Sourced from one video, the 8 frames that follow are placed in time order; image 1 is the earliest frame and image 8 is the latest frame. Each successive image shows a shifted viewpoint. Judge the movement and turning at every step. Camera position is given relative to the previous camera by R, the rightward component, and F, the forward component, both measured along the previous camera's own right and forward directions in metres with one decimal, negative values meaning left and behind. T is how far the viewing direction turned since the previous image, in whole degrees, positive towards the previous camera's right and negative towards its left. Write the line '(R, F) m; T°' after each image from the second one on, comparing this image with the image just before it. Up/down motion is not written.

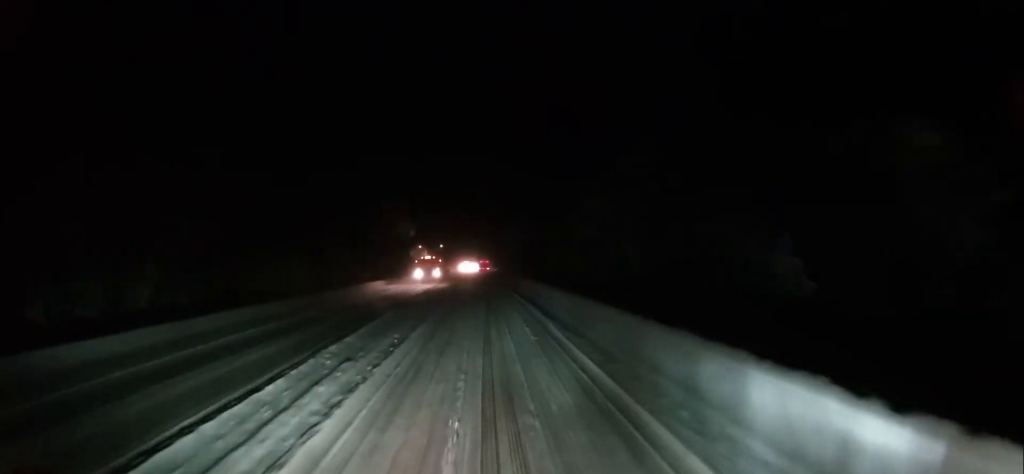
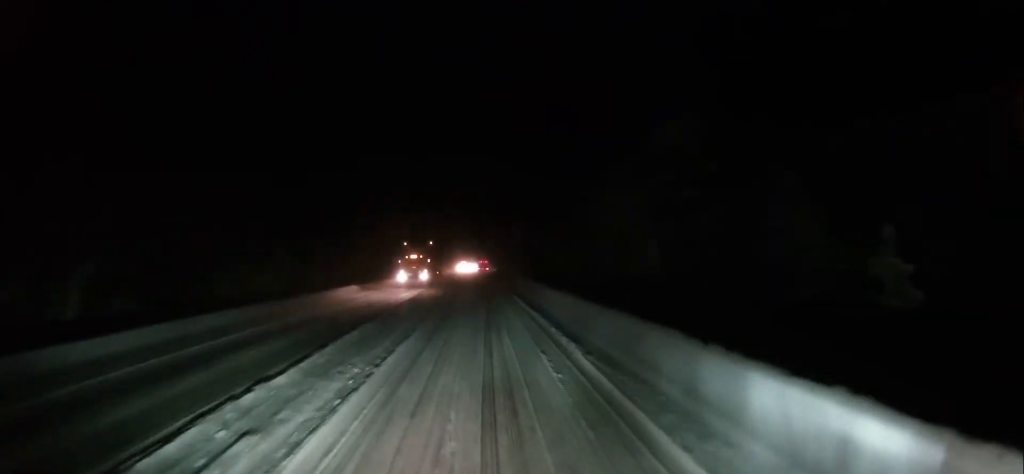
(0.0, +6.5) m; -1°
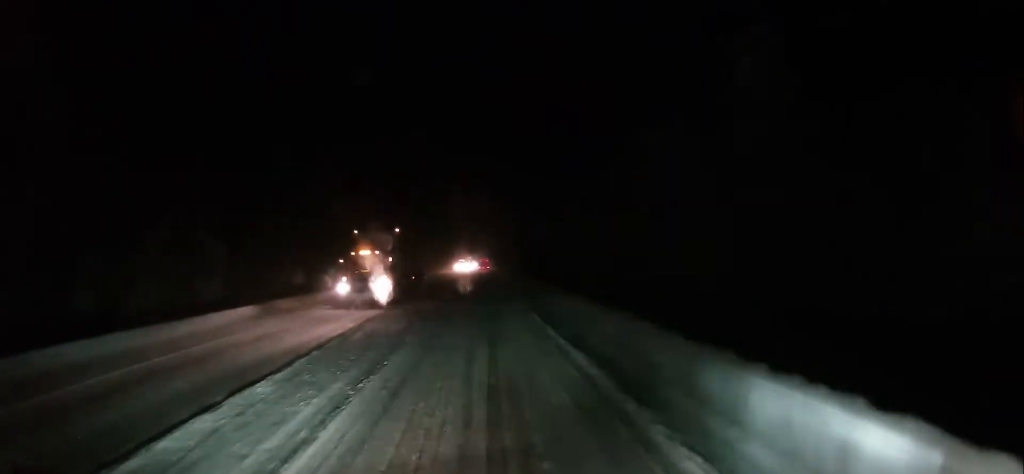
(-0.2, +11.8) m; 0°
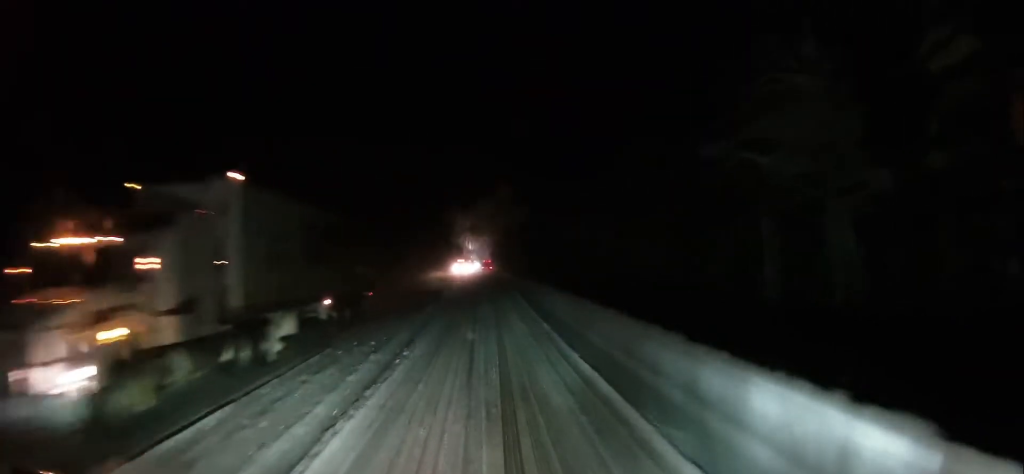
(+0.2, +12.6) m; 0°
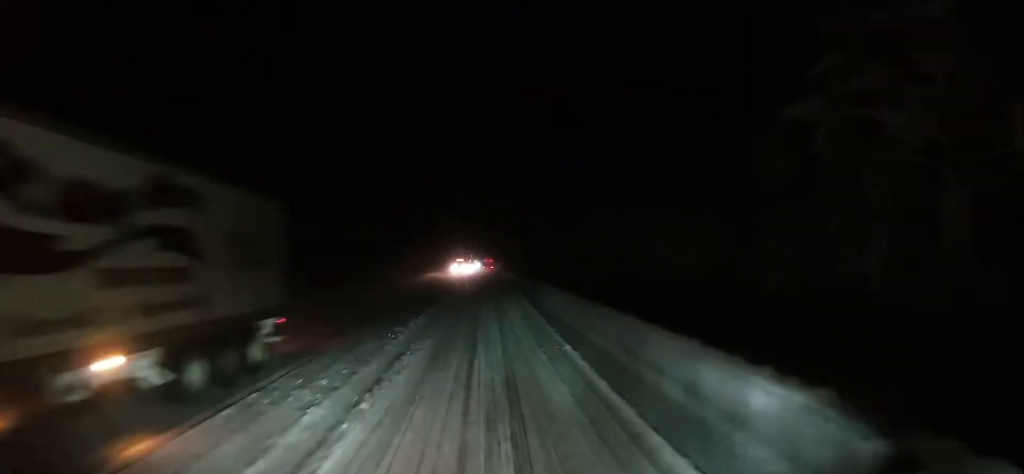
(+0.1, +6.1) m; -1°
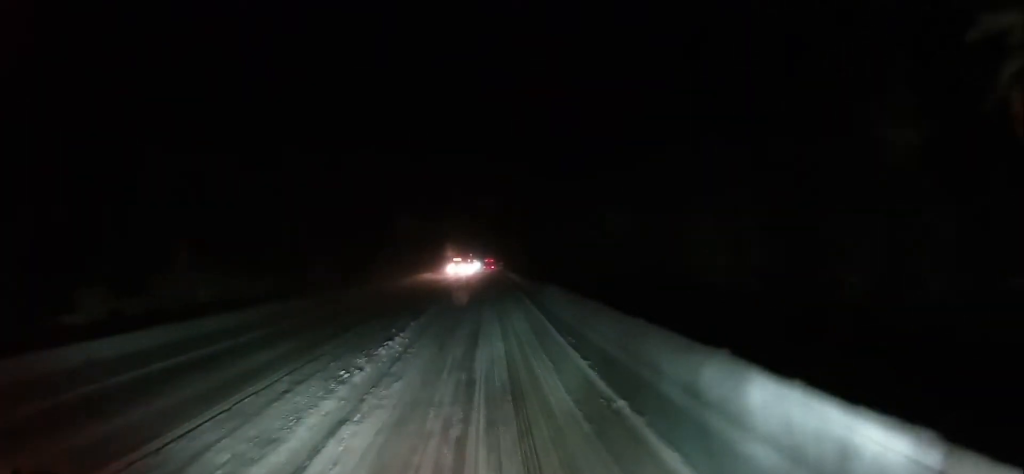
(-0.2, +7.0) m; -1°
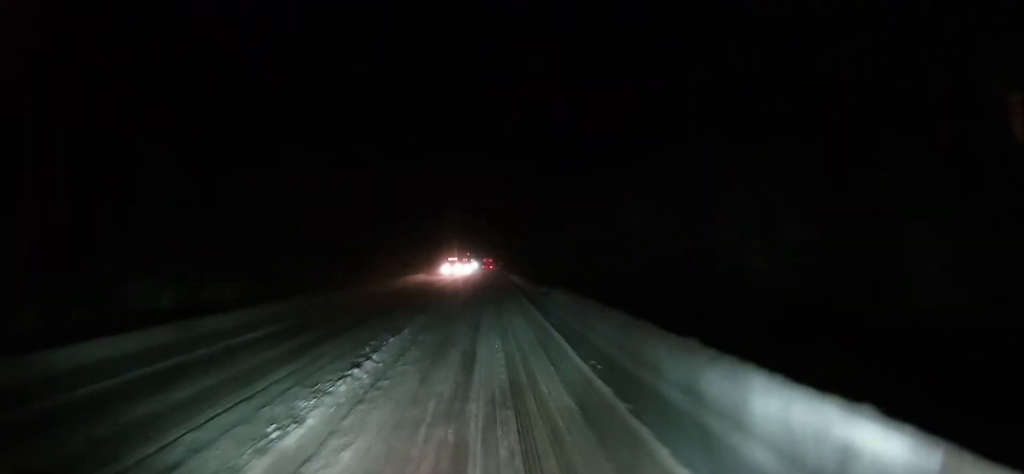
(0.0, +4.6) m; 0°
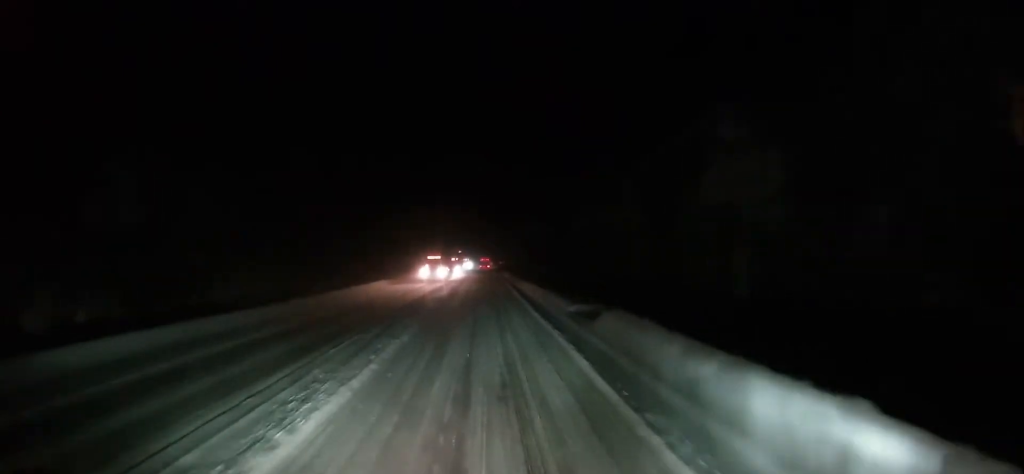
(+0.4, +17.3) m; +3°
